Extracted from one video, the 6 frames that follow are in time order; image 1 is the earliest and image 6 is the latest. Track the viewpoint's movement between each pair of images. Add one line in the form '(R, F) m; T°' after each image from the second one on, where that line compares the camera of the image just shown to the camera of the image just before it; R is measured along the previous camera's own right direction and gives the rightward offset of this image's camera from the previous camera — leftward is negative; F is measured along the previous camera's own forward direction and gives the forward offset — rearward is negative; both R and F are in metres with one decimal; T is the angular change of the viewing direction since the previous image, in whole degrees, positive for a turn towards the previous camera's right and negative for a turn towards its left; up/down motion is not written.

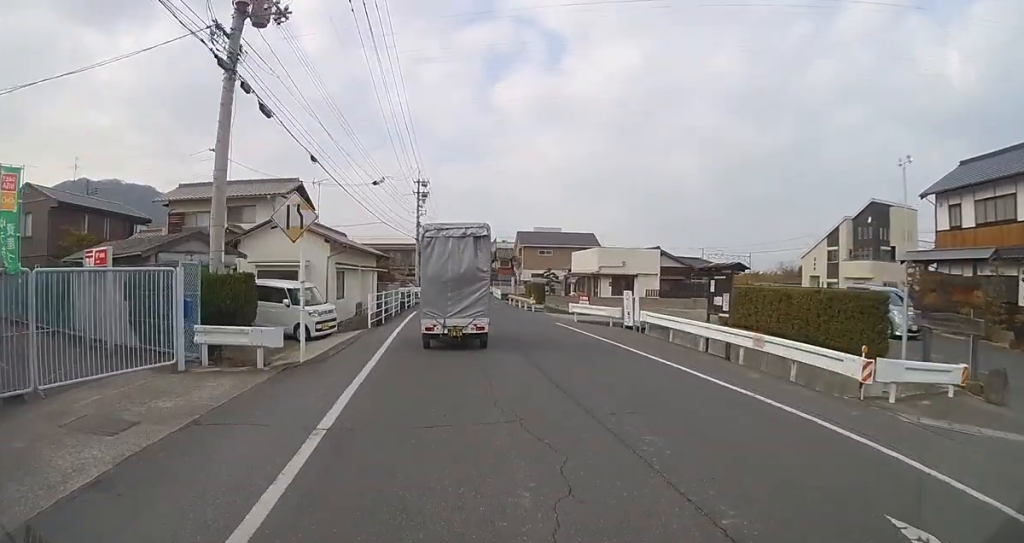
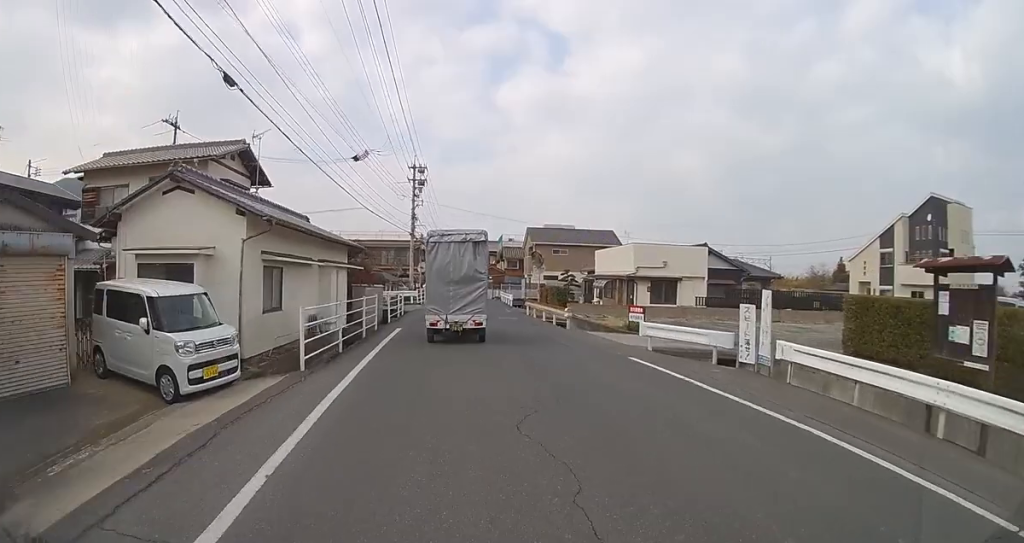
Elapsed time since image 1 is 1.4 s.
(+0.2, +8.8) m; +3°
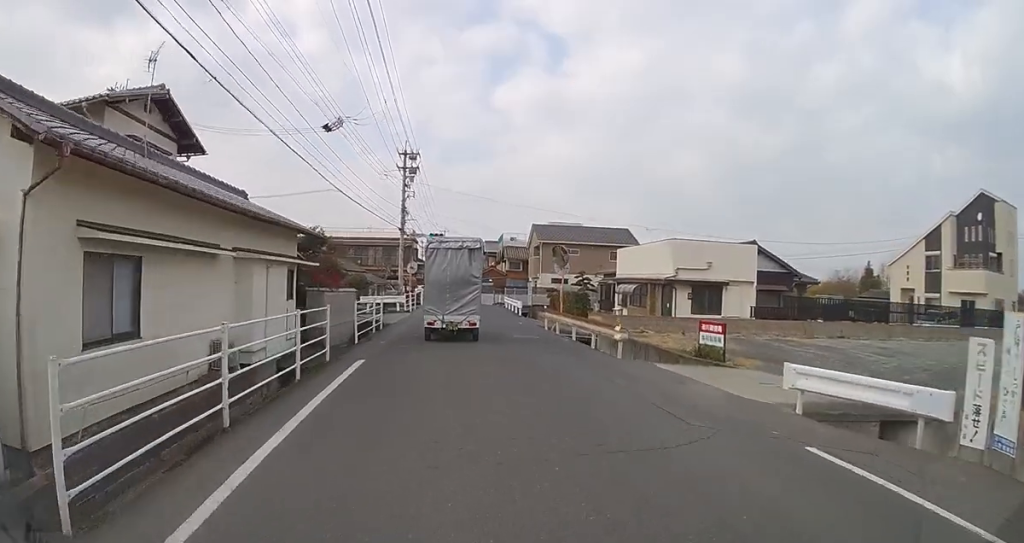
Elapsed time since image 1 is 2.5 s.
(+0.2, +6.8) m; +2°
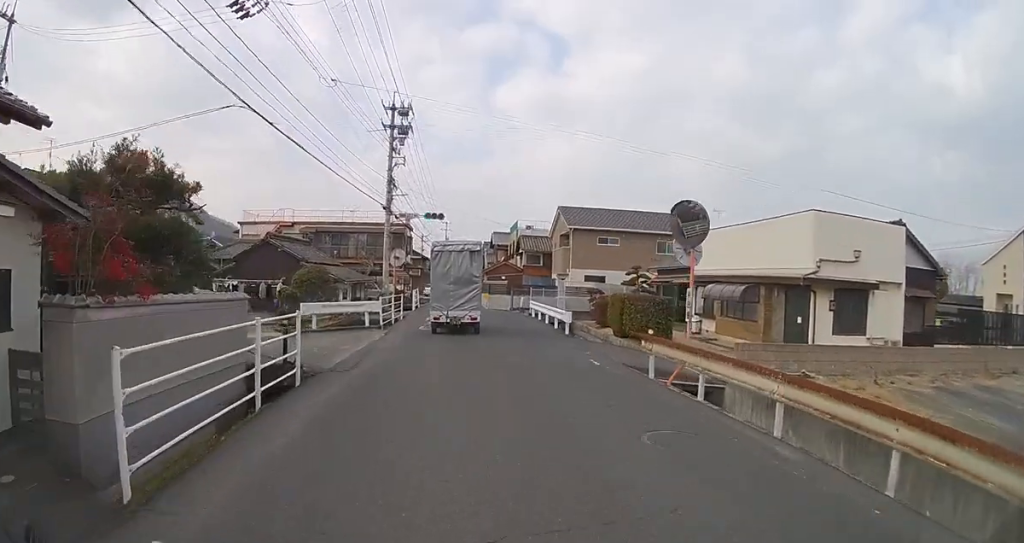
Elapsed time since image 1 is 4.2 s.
(+0.1, +10.9) m; 0°
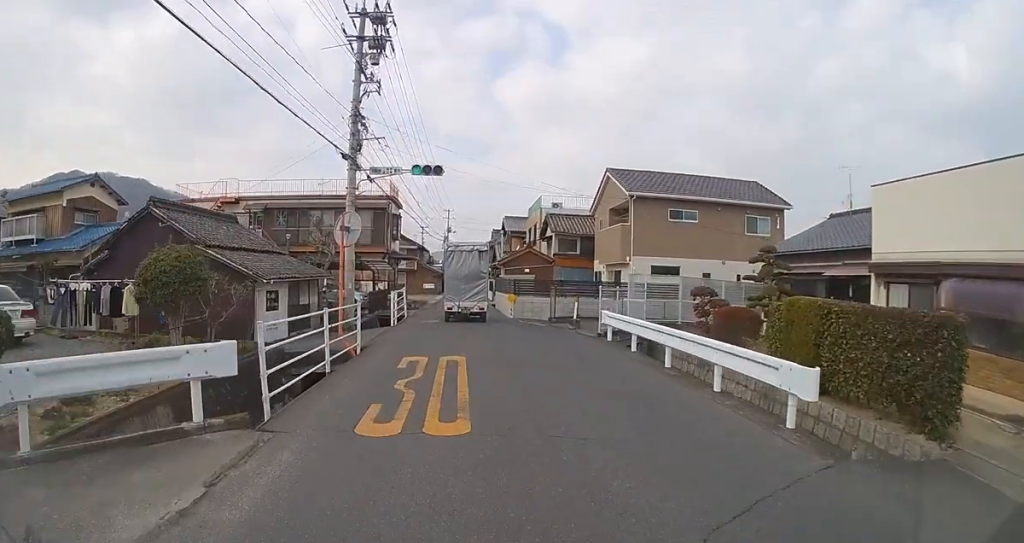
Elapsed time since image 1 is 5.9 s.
(-0.1, +12.1) m; -1°
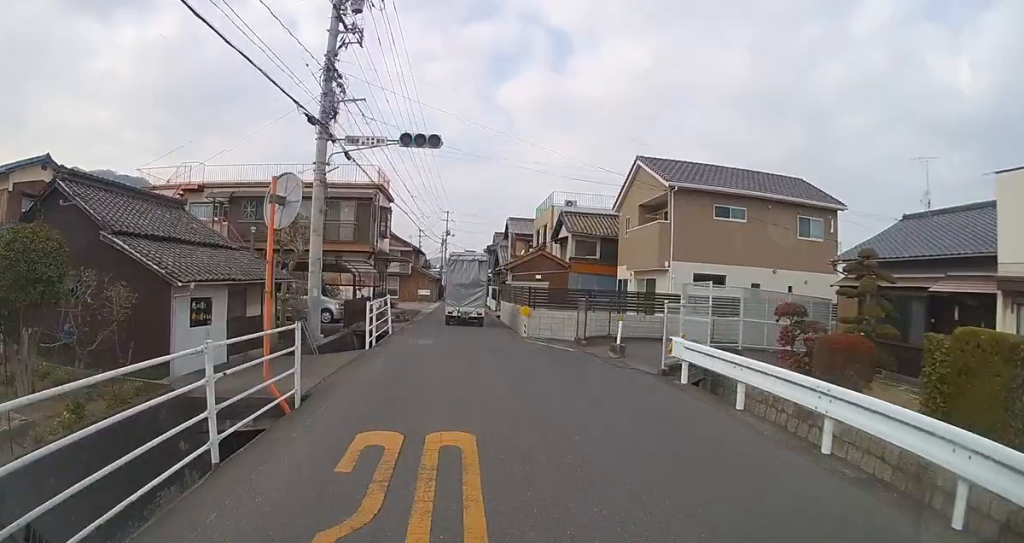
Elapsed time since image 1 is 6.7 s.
(0.0, +5.0) m; +1°
